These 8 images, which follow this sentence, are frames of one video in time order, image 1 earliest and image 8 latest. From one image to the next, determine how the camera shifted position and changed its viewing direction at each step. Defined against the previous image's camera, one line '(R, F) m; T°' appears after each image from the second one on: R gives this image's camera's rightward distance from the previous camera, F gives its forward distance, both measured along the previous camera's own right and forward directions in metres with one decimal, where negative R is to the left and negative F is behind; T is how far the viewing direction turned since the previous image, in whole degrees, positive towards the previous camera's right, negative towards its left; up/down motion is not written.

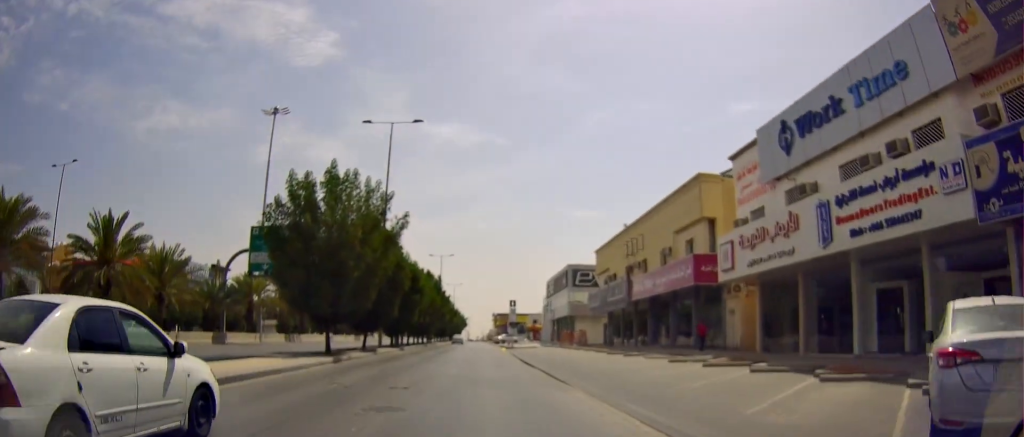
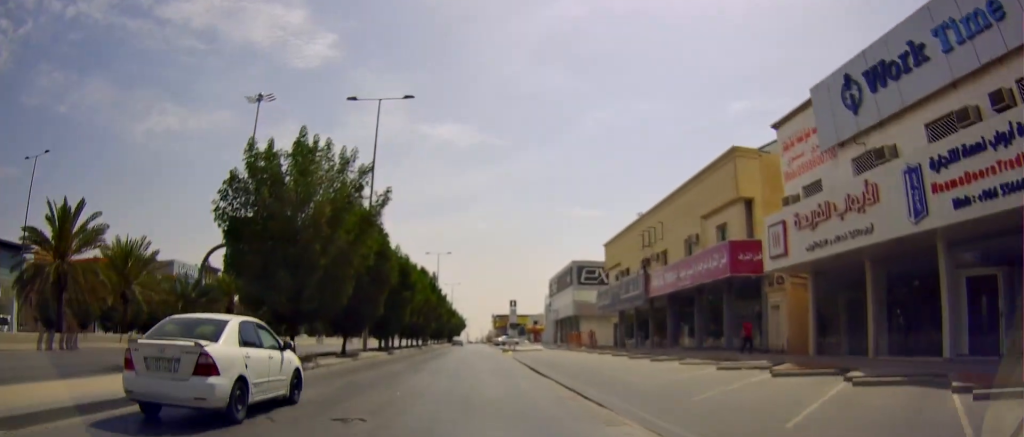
(+0.1, +5.1) m; +1°
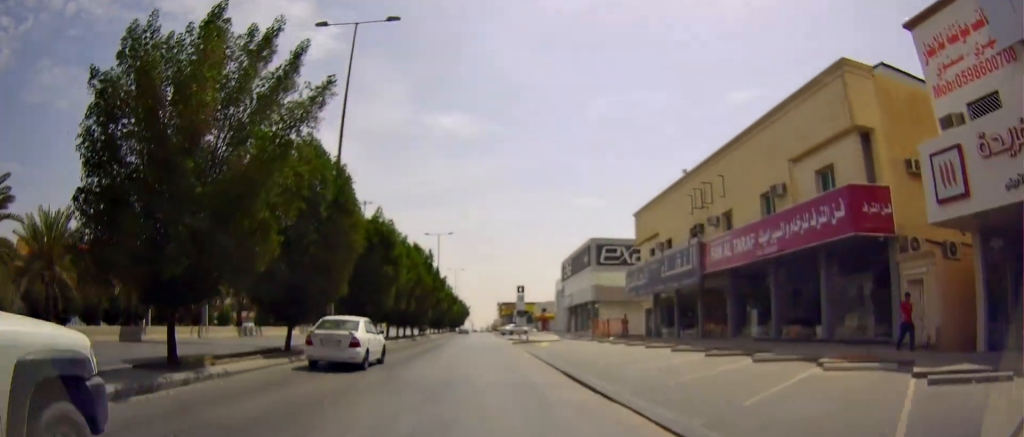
(+0.1, +9.9) m; +1°
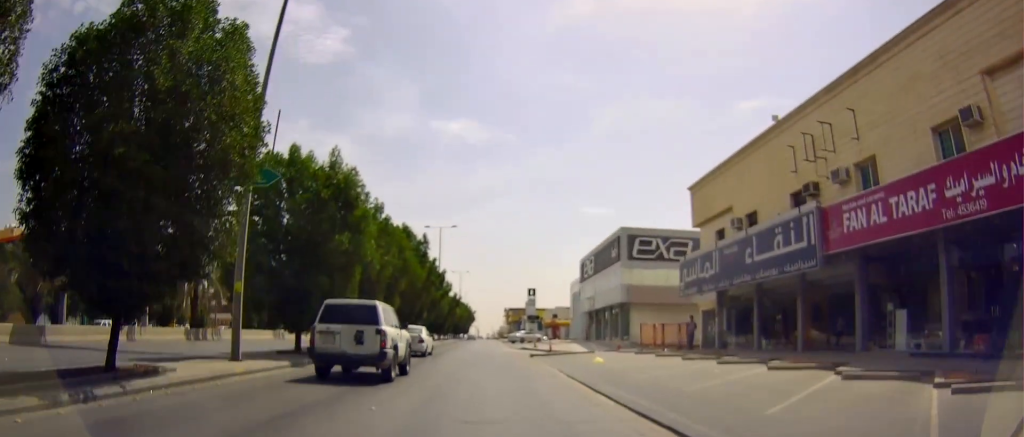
(0.0, +11.7) m; 0°
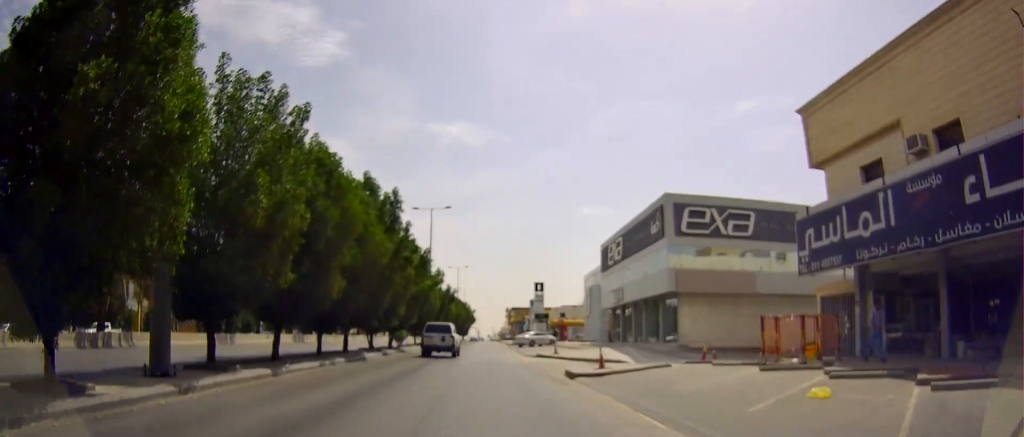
(-0.8, +13.8) m; -6°
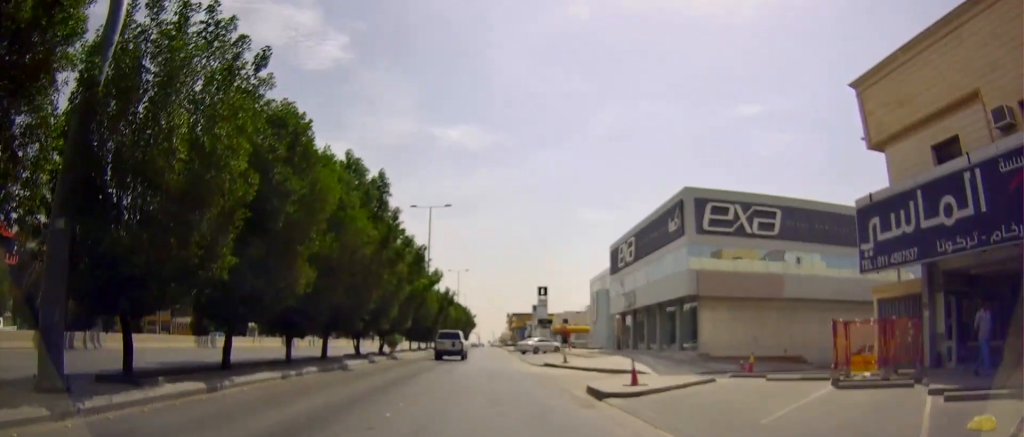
(-0.2, +3.8) m; 0°
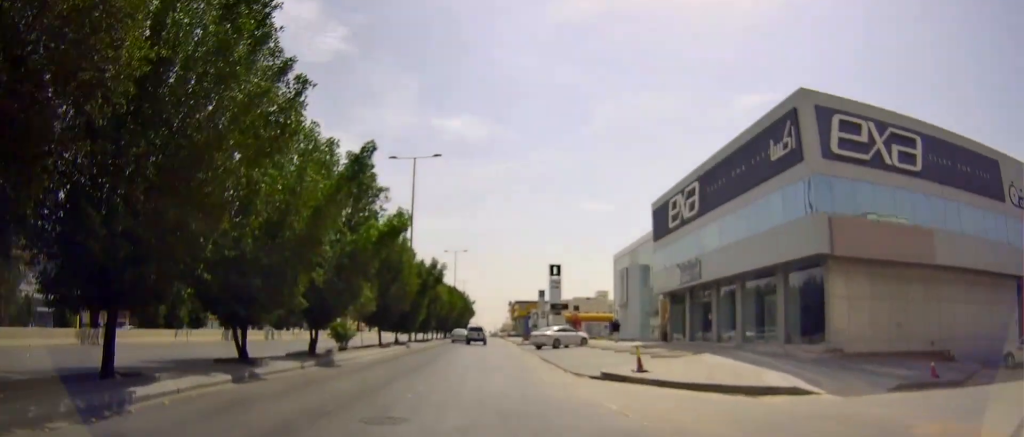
(+1.1, +14.5) m; +5°
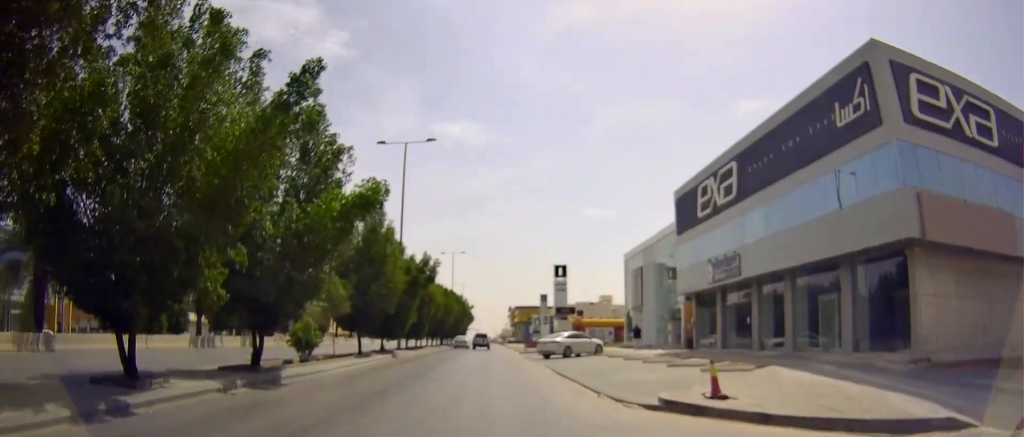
(-0.1, +5.5) m; -1°
